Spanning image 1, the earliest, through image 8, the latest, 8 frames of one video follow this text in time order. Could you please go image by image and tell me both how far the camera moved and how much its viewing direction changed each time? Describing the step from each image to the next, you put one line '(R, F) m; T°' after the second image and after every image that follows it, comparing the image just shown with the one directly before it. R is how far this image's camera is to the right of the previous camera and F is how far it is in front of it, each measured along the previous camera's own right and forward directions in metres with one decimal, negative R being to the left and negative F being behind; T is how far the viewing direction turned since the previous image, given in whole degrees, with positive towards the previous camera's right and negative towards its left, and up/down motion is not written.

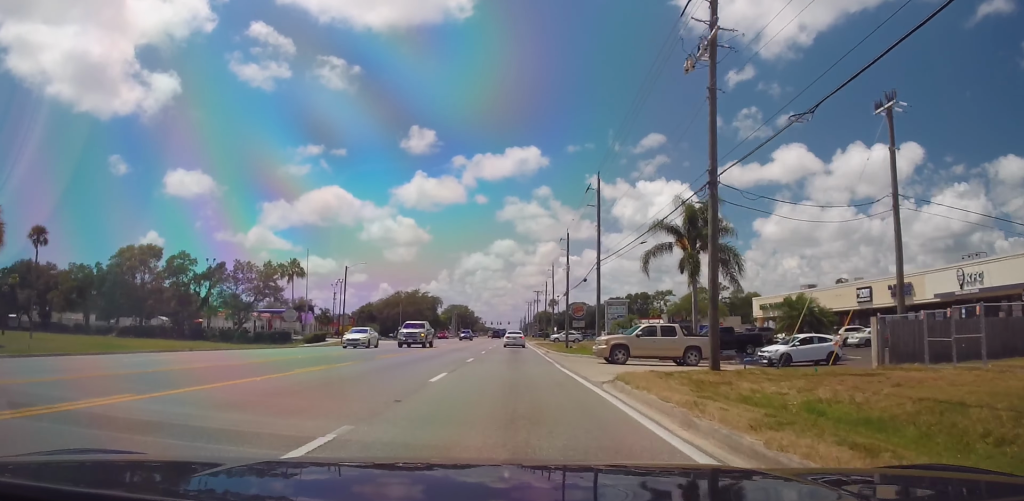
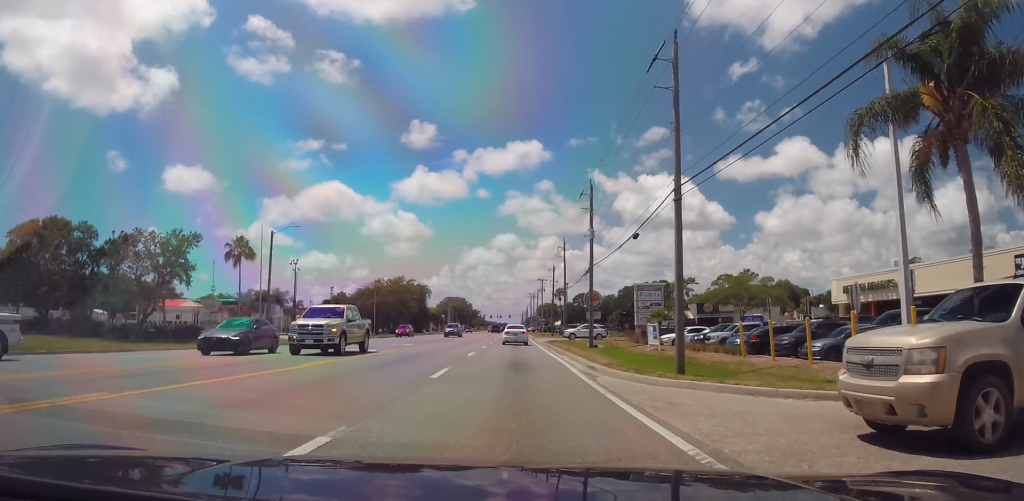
(-0.6, +22.5) m; -1°
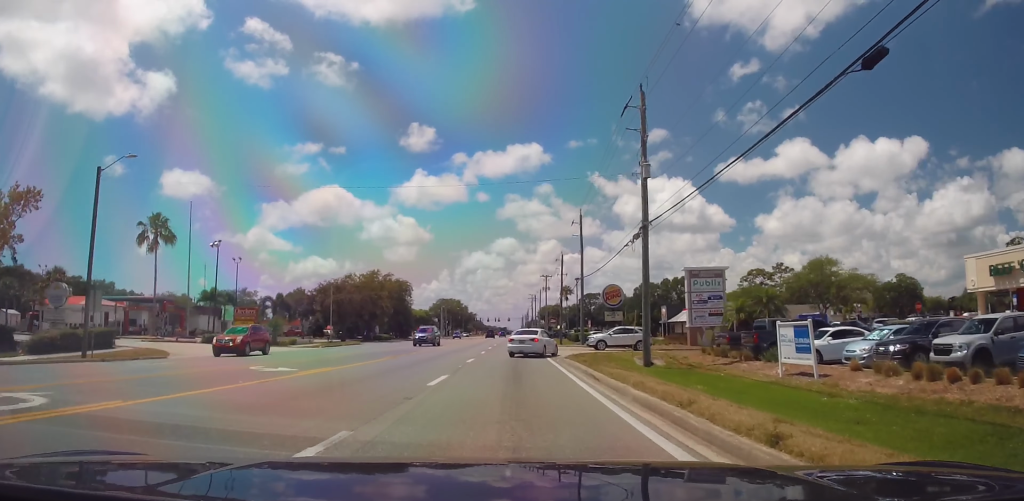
(+0.7, +23.0) m; 0°
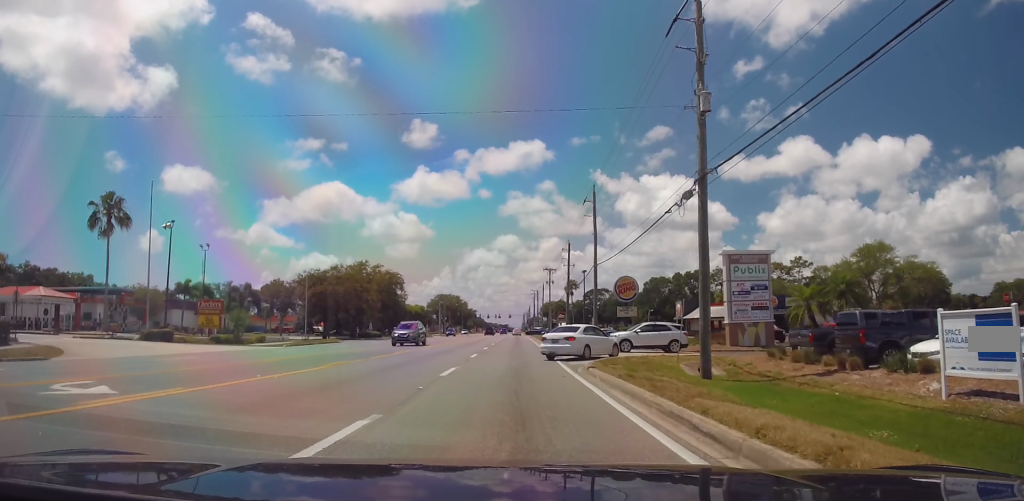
(-0.2, +9.8) m; -1°
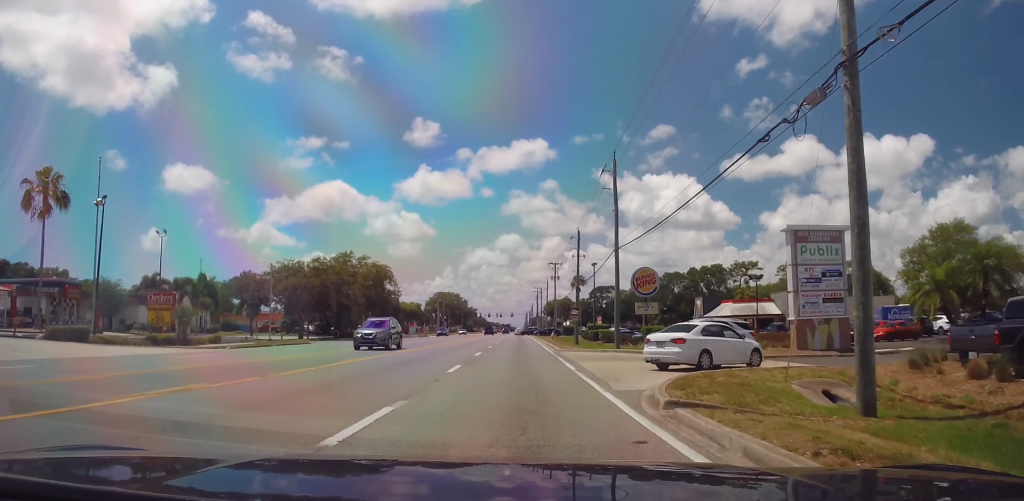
(-0.2, +10.5) m; 0°
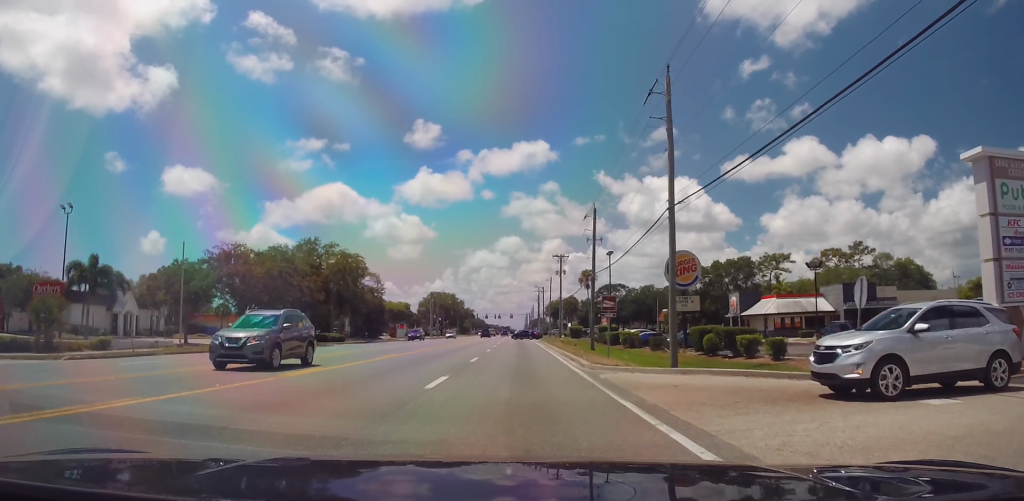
(+0.4, +15.2) m; +2°
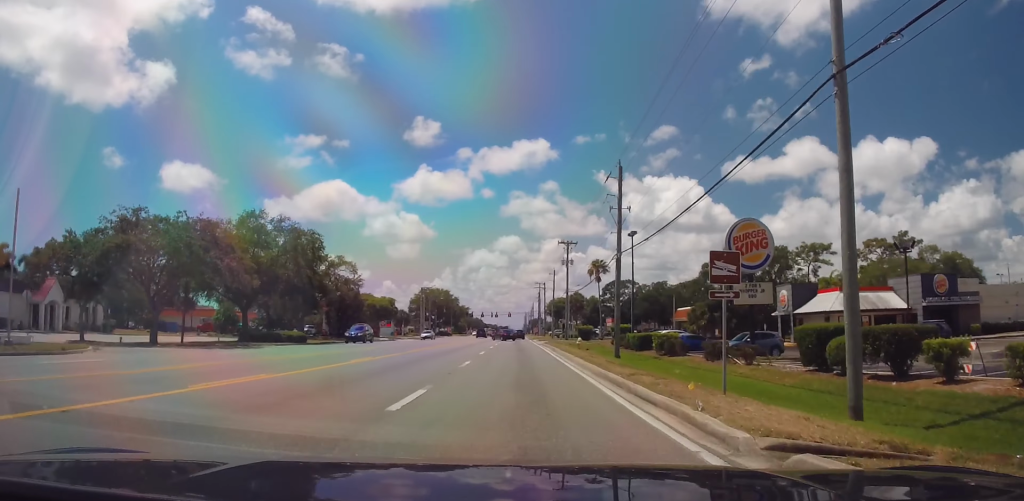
(0.0, +15.0) m; 0°
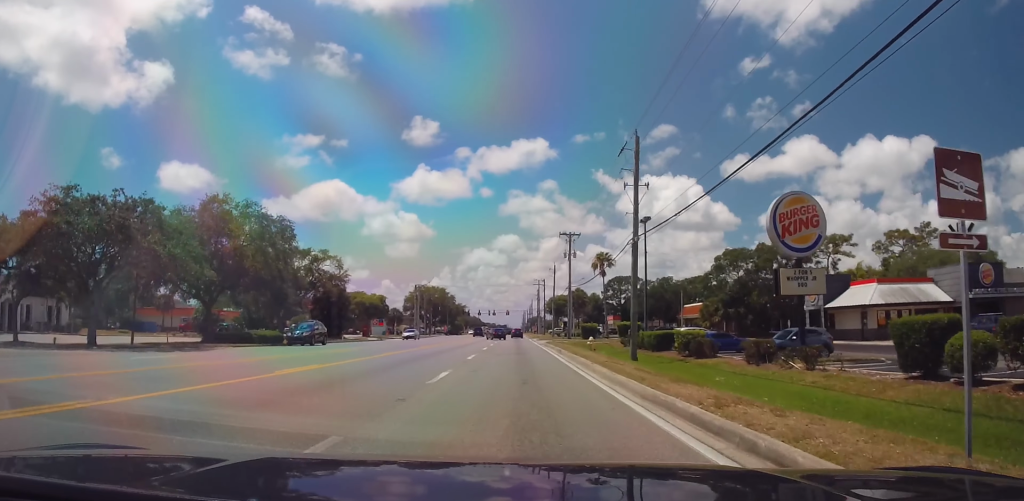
(0.0, +6.7) m; 0°
